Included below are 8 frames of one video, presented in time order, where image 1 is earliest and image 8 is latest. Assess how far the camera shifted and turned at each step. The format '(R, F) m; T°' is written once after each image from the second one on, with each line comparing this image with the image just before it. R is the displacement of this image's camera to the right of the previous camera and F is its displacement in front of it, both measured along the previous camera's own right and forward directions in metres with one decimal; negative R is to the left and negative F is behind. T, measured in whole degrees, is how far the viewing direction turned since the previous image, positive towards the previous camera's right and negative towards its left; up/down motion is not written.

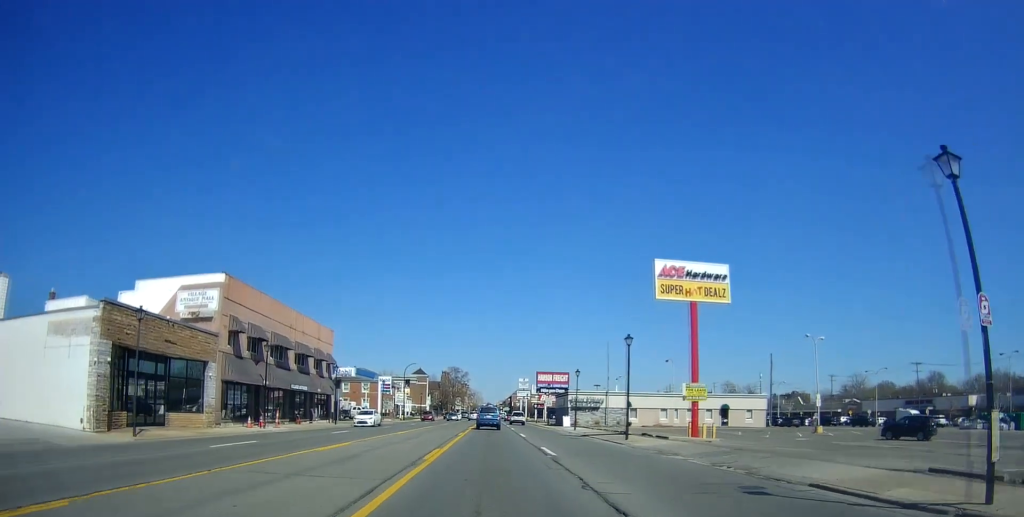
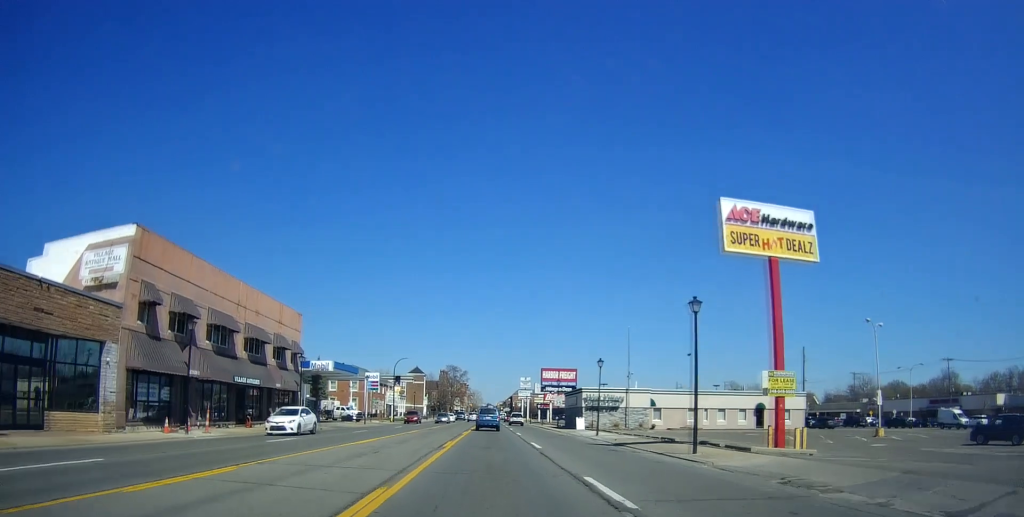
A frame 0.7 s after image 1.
(+0.4, +9.6) m; +1°
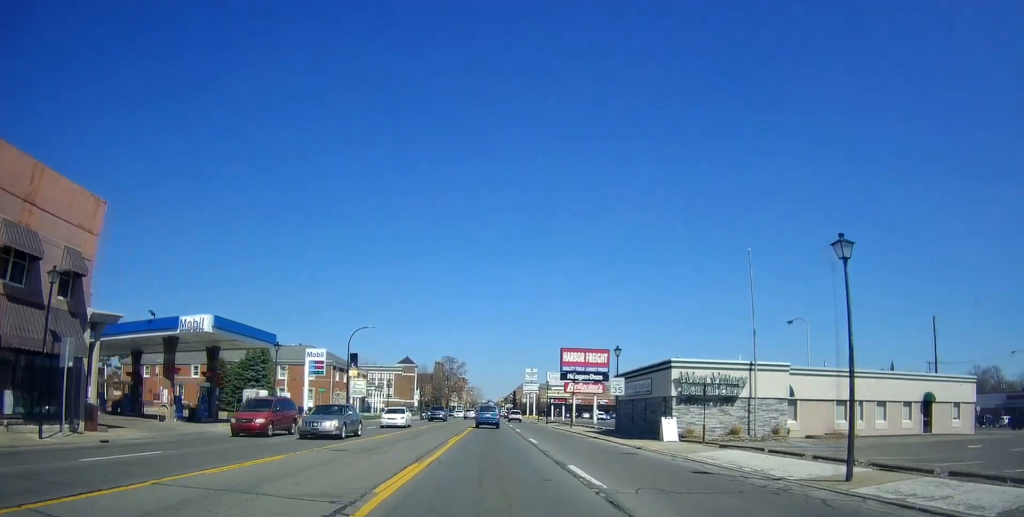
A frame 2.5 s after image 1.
(-0.5, +27.2) m; -1°
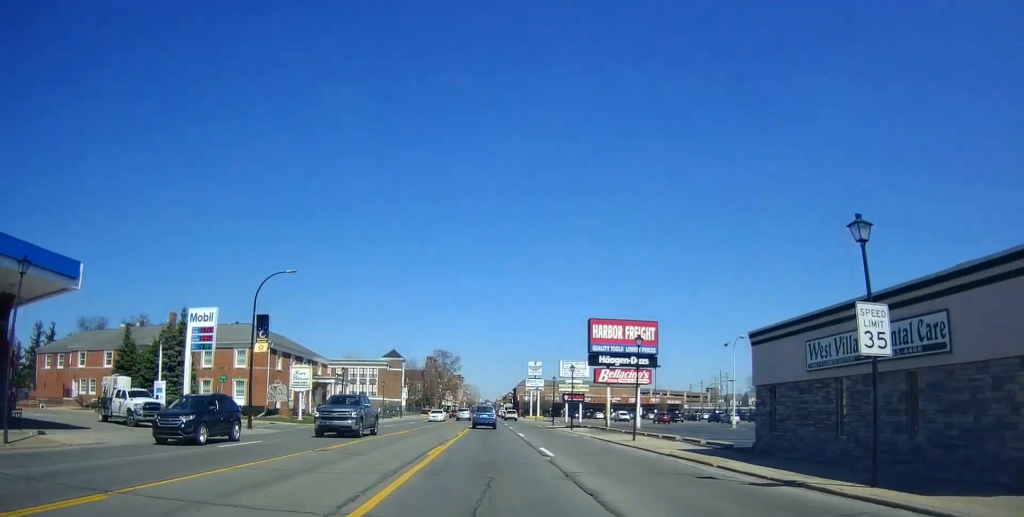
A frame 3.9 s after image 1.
(-0.3, +22.7) m; -2°
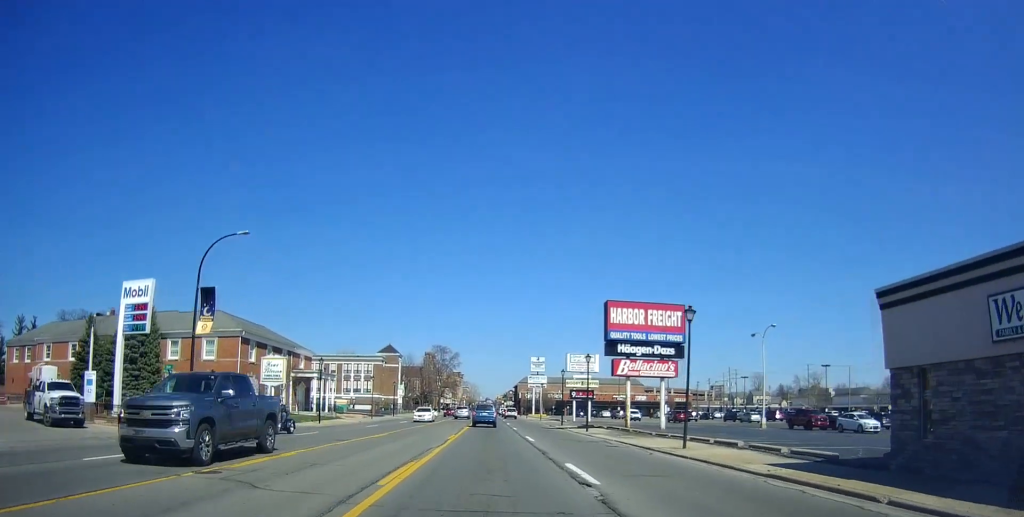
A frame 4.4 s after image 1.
(-0.2, +7.2) m; 0°
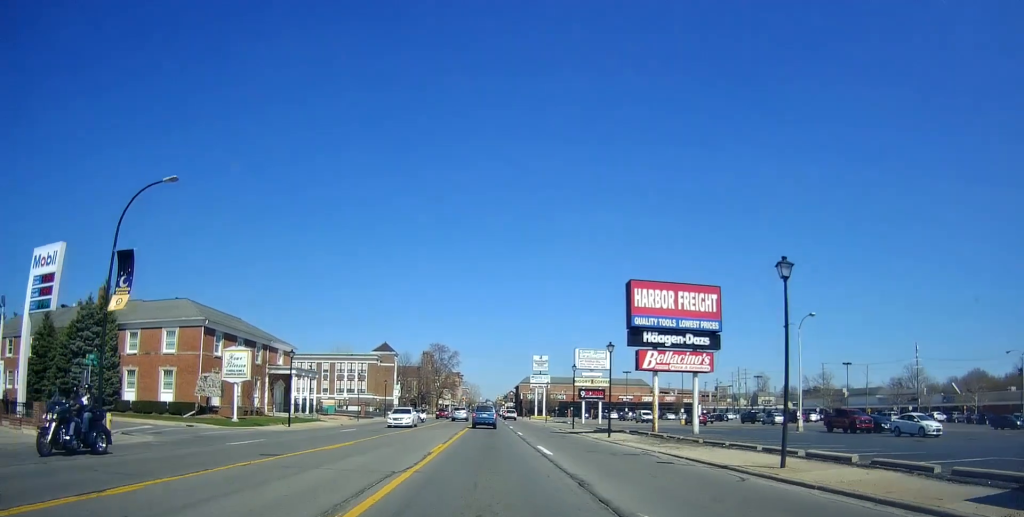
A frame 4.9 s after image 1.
(0.0, +7.2) m; 0°
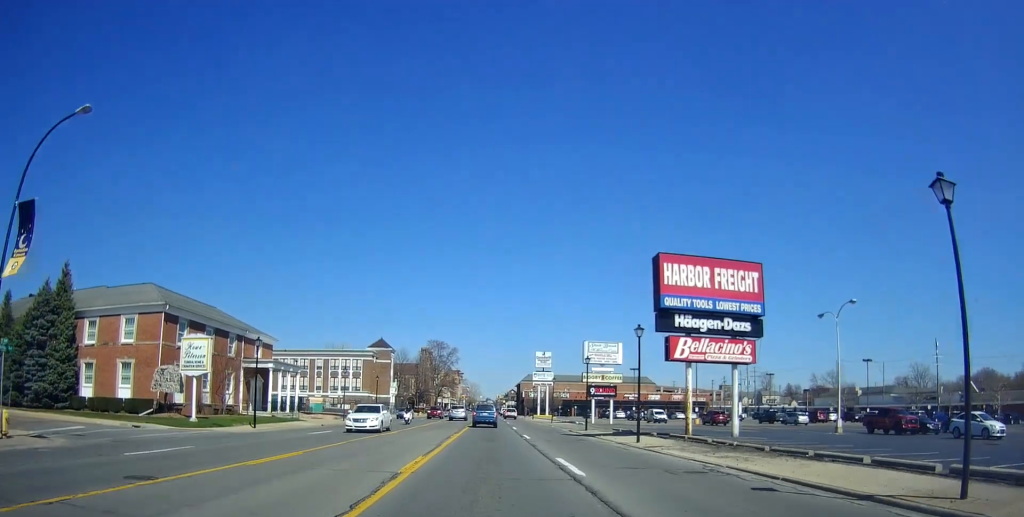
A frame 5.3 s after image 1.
(+0.1, +6.1) m; +1°
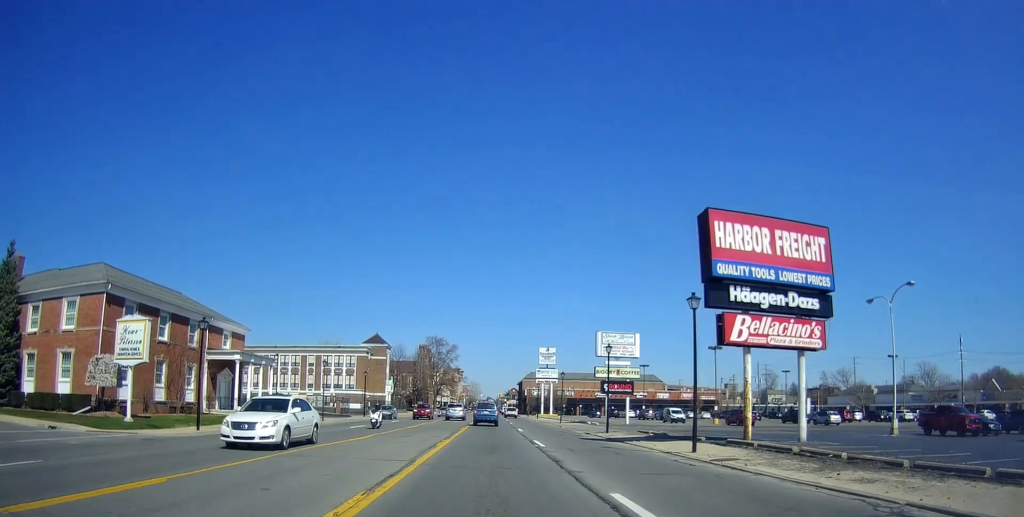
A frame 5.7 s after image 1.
(0.0, +7.1) m; +1°
